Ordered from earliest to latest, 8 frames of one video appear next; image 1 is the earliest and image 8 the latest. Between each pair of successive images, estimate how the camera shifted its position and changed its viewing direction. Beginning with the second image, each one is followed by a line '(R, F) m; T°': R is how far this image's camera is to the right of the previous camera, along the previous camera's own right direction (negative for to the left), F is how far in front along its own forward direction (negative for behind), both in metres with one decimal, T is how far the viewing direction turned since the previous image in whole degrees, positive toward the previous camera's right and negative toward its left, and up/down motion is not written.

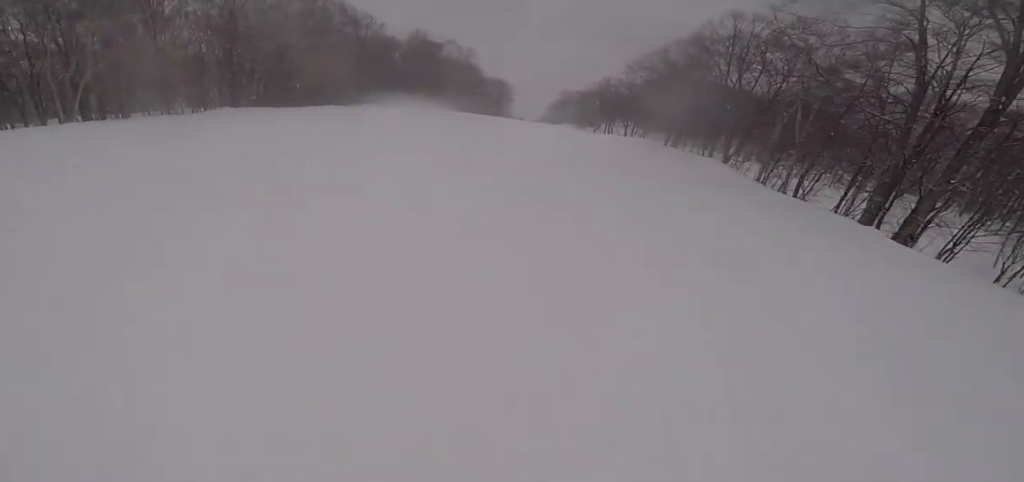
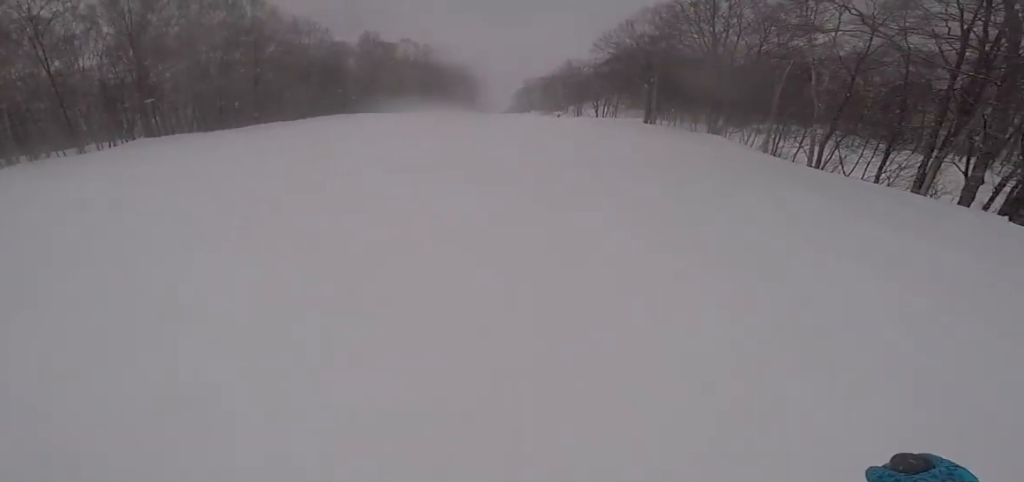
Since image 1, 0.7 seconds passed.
(+0.2, +6.0) m; 0°
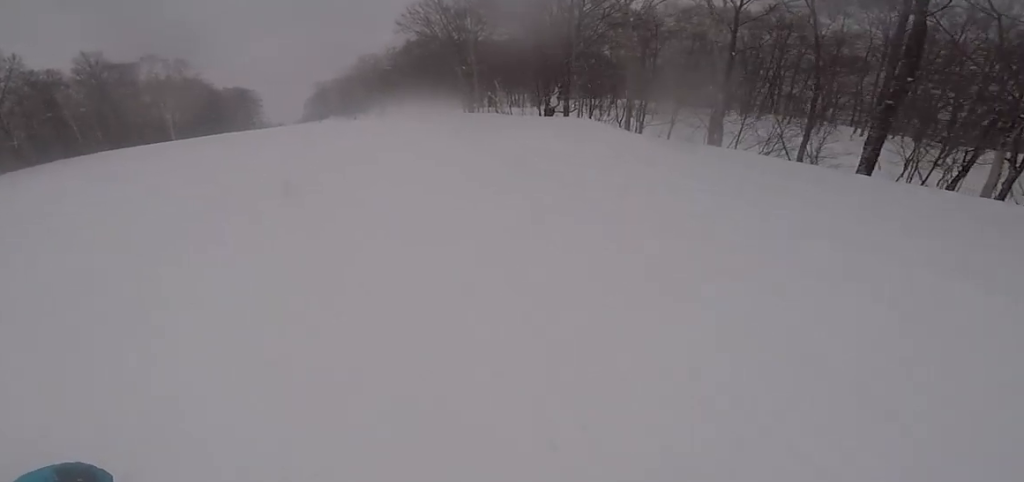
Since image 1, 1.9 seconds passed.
(0.0, +10.2) m; +4°
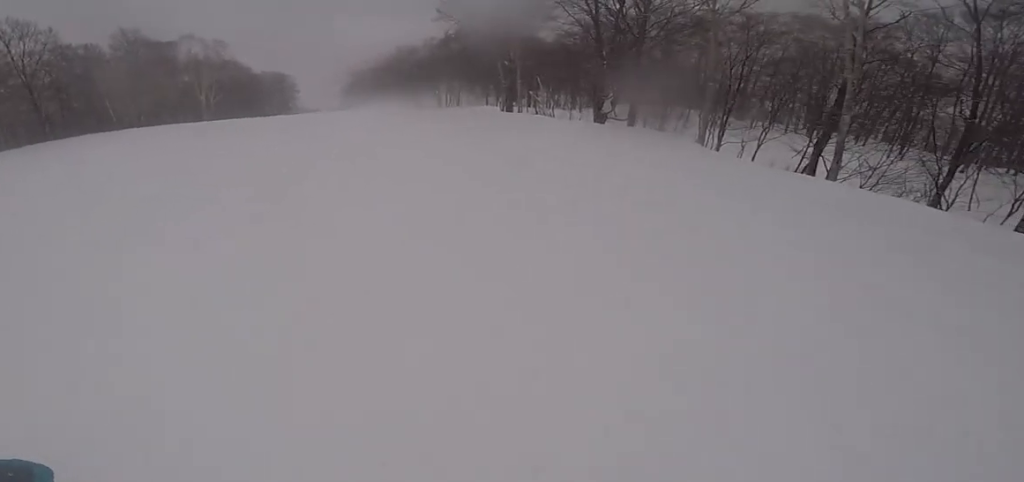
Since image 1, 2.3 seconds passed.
(+0.4, +4.0) m; +2°
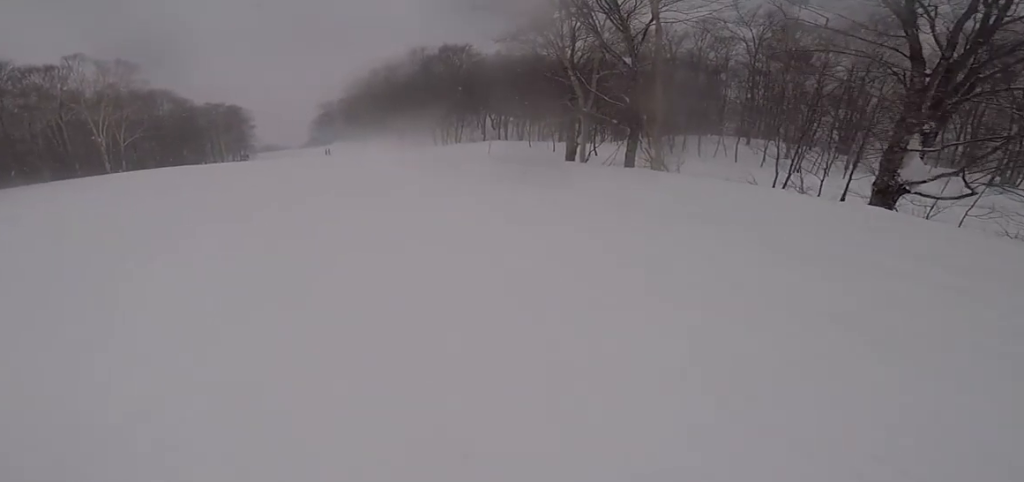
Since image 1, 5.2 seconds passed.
(0.0, +22.3) m; -3°
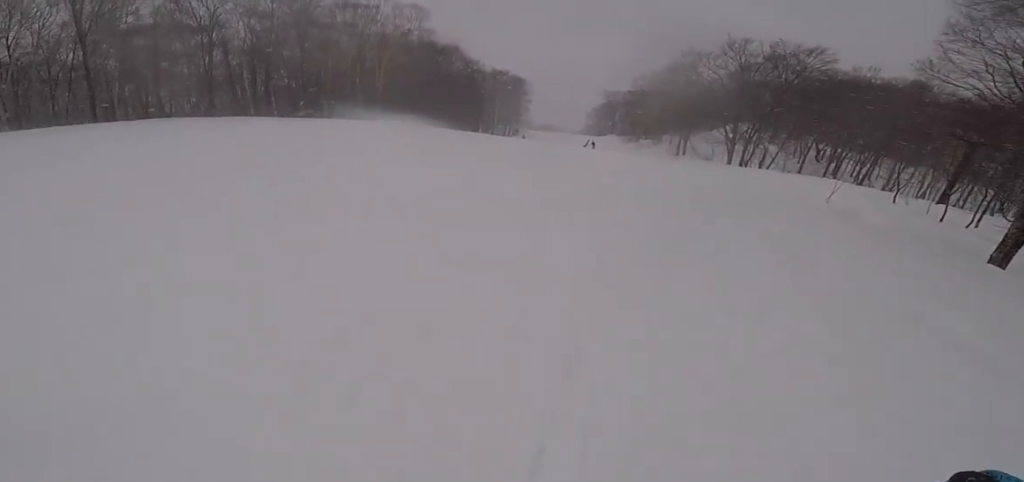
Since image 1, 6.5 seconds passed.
(-1.2, +10.1) m; -7°
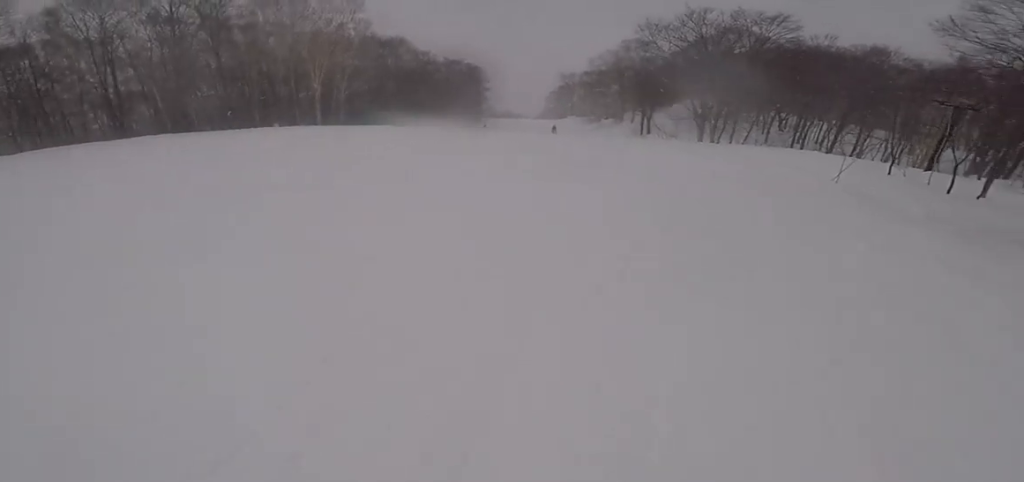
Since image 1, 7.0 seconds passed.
(+0.2, +4.1) m; +3°
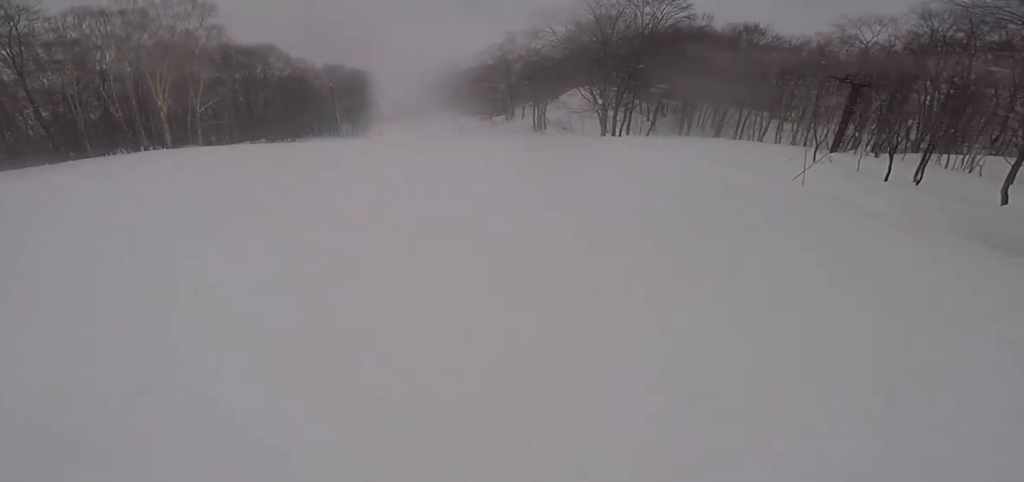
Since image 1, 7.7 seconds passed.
(+0.3, +5.2) m; +5°
